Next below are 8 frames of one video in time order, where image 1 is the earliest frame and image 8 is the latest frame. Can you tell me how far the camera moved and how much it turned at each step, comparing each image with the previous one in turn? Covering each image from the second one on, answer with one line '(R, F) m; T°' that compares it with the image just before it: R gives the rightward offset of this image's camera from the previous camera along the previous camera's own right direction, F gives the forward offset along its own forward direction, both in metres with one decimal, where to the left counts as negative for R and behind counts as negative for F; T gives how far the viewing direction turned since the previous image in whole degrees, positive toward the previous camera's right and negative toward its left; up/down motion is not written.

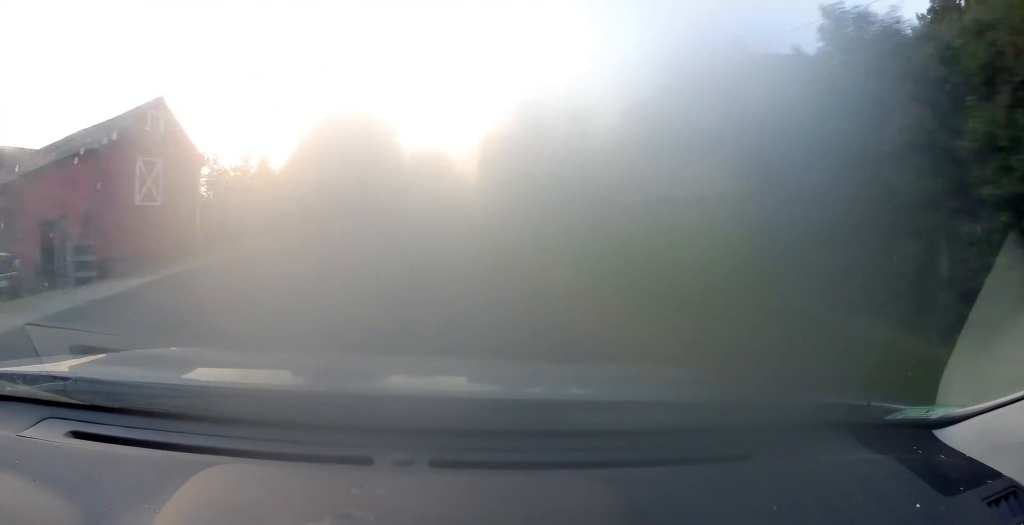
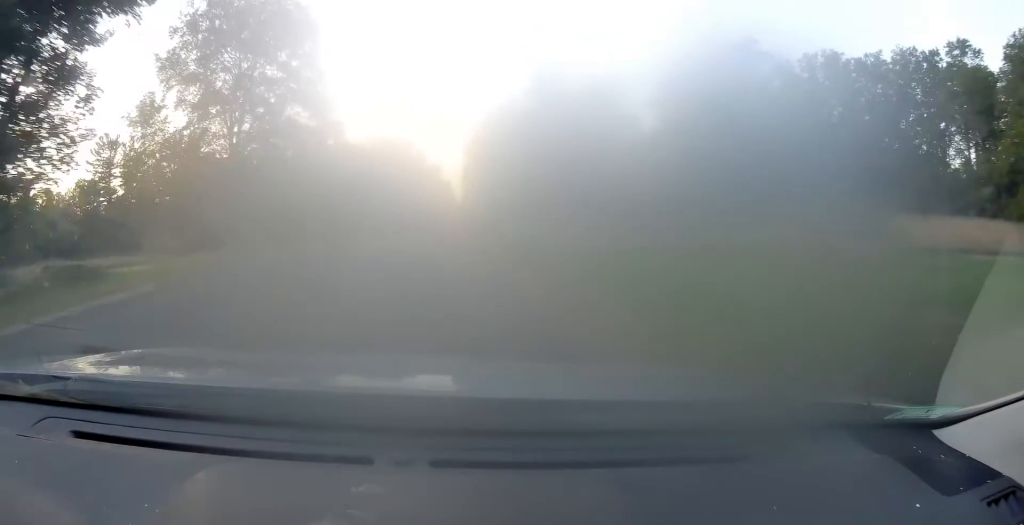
(+1.3, +38.1) m; +3°
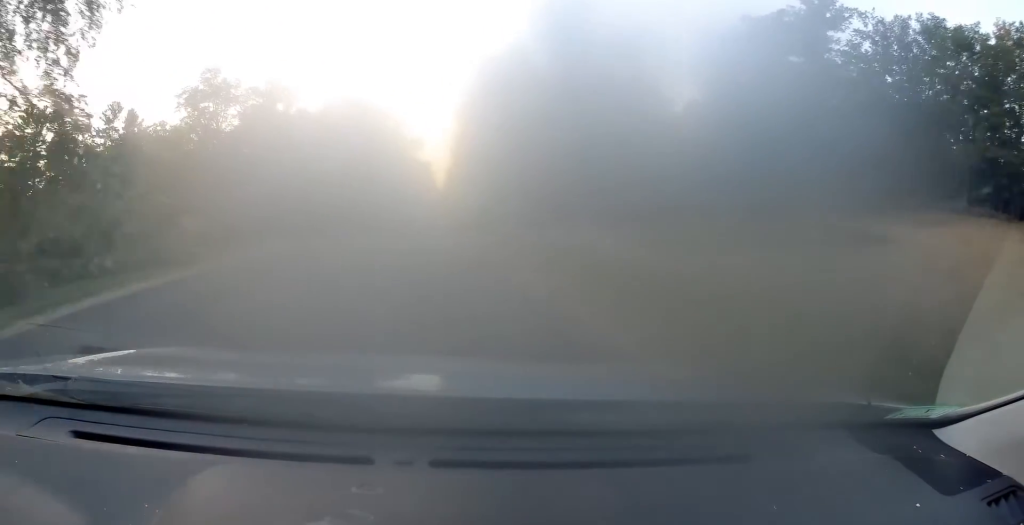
(+0.4, +24.2) m; +2°
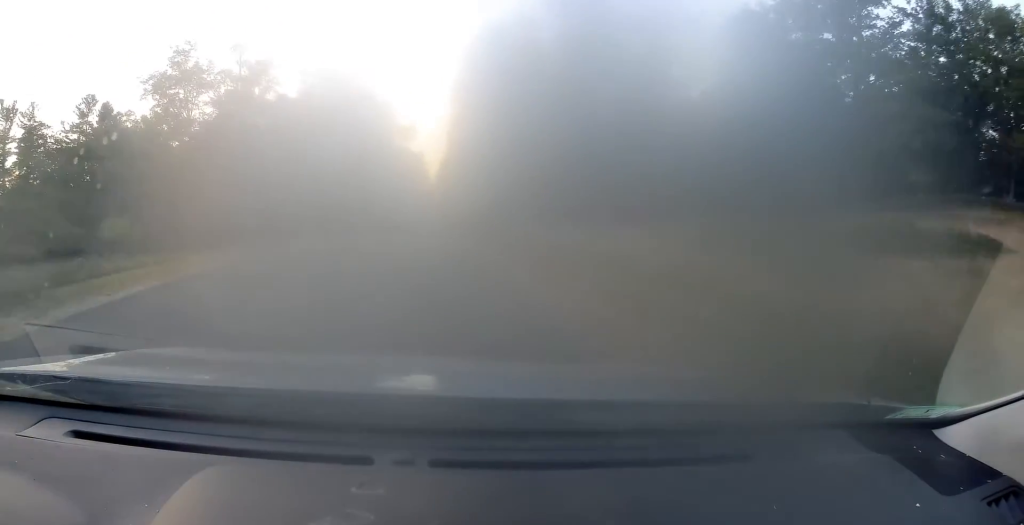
(+0.1, +9.2) m; +1°
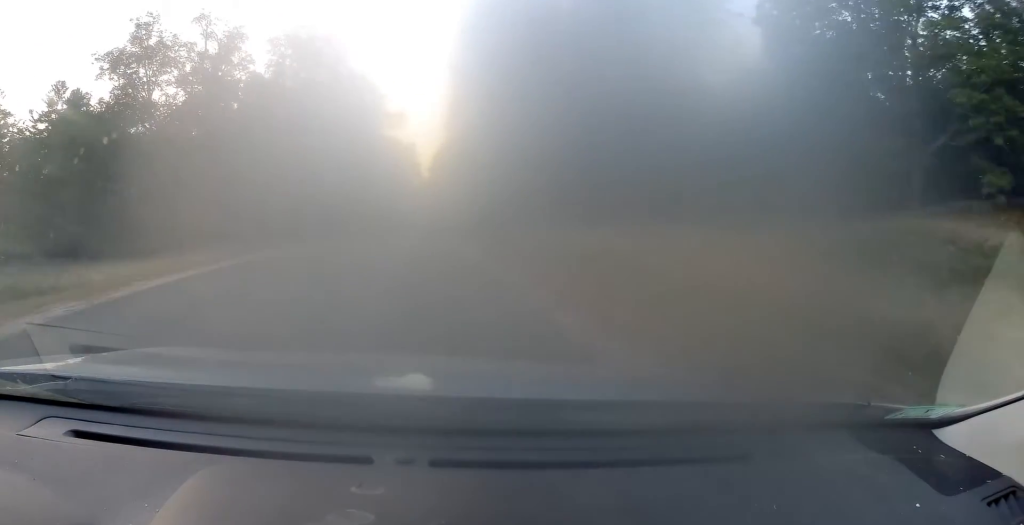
(+0.1, +9.1) m; +1°
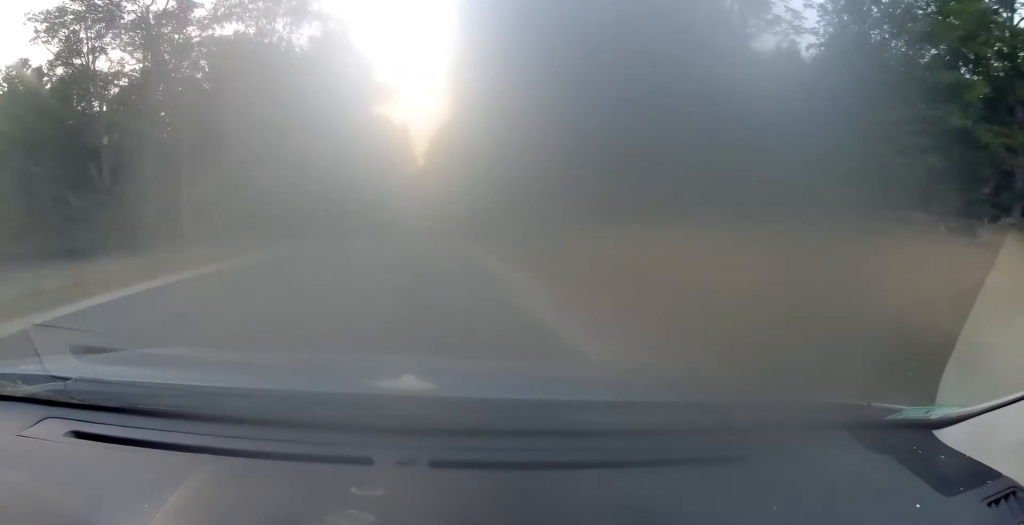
(+0.2, +12.4) m; +1°
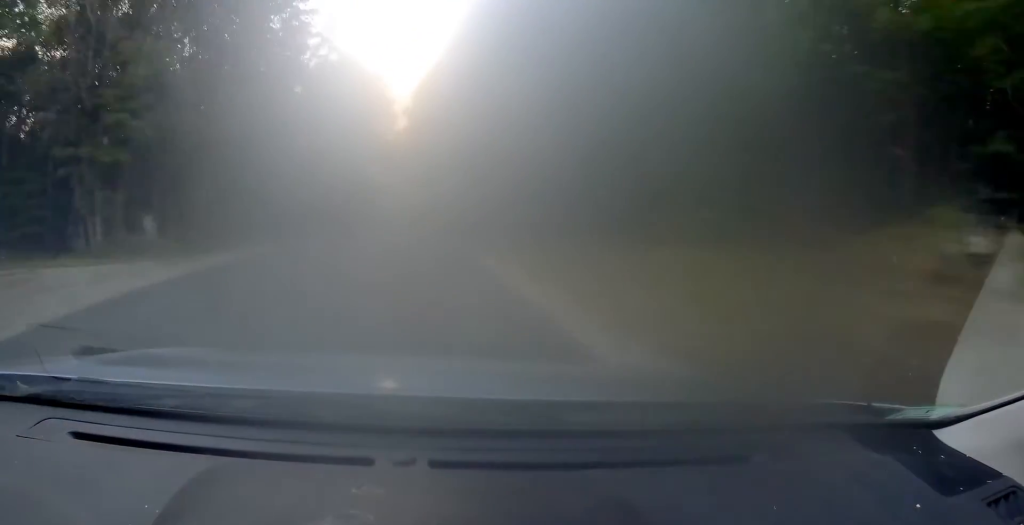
(+0.1, +30.7) m; 0°
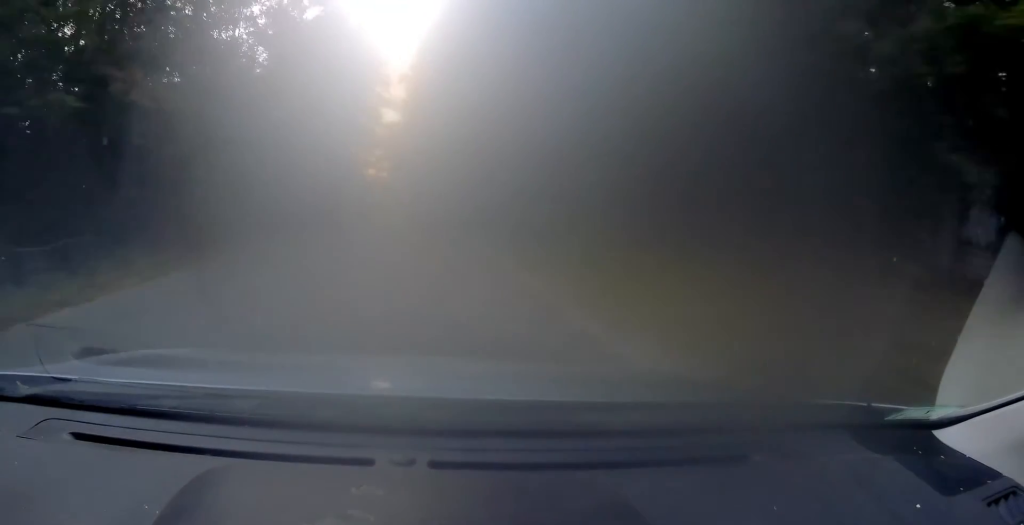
(+0.2, +18.2) m; +1°
